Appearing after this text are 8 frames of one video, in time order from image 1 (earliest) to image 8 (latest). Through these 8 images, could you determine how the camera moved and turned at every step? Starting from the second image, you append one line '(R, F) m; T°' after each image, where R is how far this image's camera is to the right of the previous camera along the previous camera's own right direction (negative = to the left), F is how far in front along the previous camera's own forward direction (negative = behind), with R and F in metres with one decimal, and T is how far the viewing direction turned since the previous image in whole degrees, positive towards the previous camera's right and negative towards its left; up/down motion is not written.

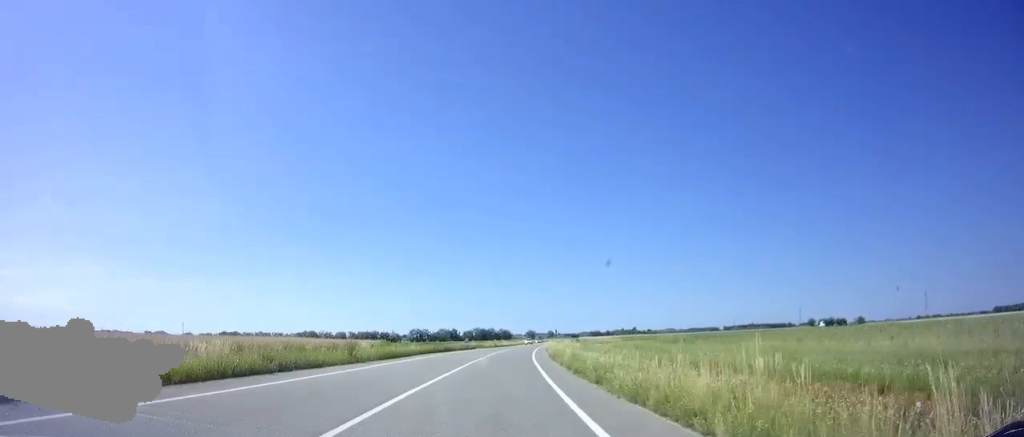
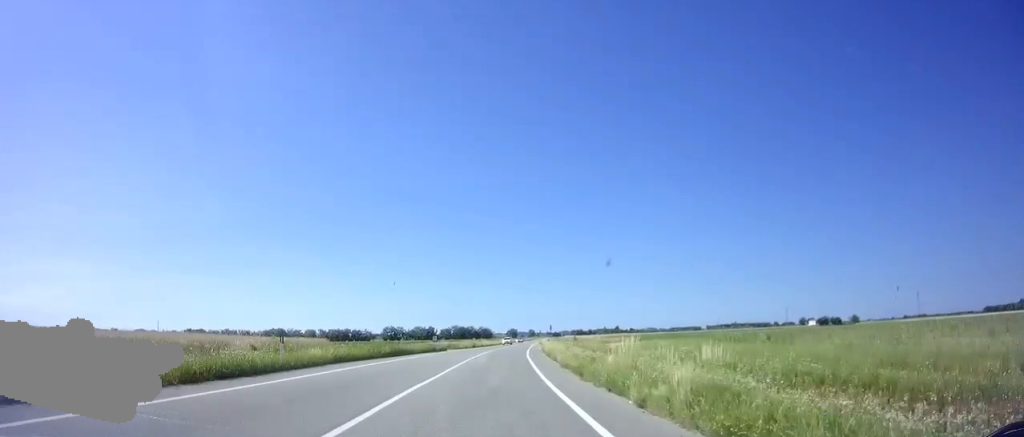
(+0.2, +16.9) m; +2°
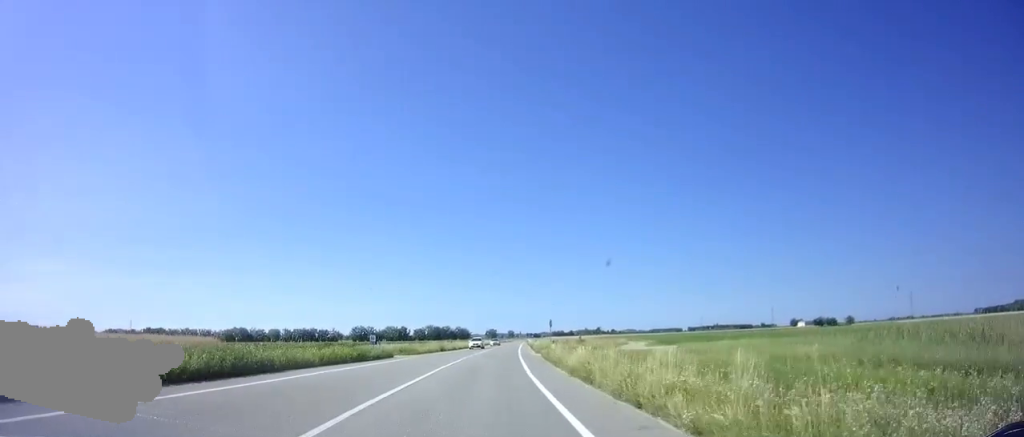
(+0.5, +19.1) m; +2°
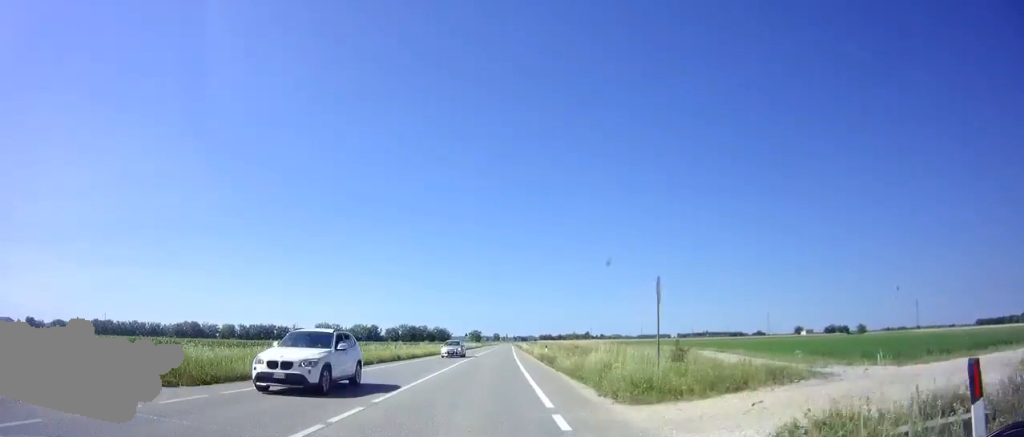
(+0.4, +30.6) m; +1°
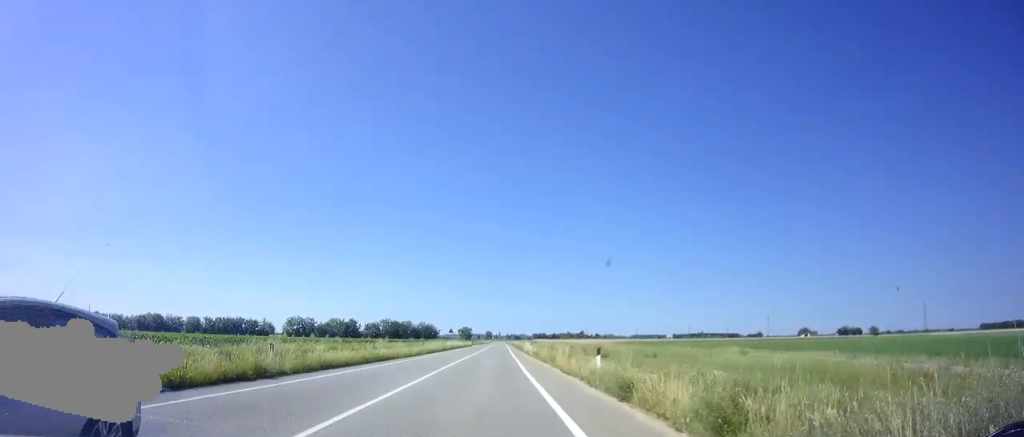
(0.0, +21.1) m; +1°
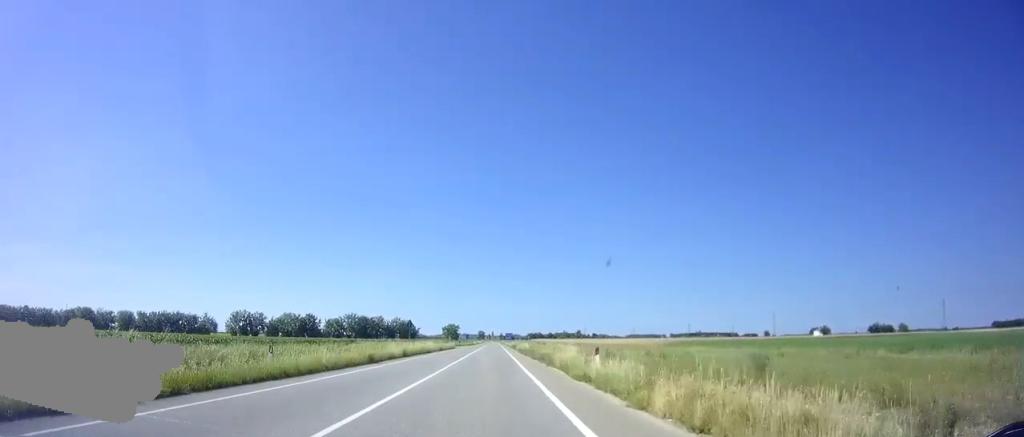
(+0.6, +35.5) m; +1°
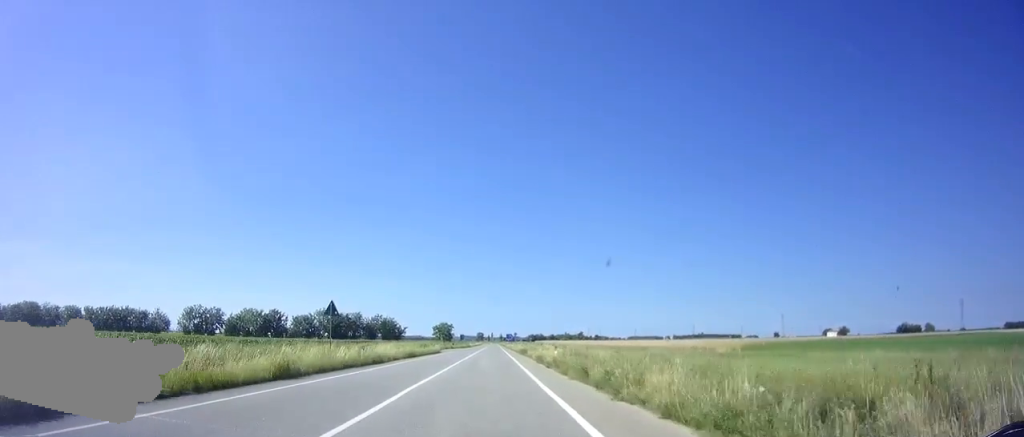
(-0.1, +24.5) m; 0°
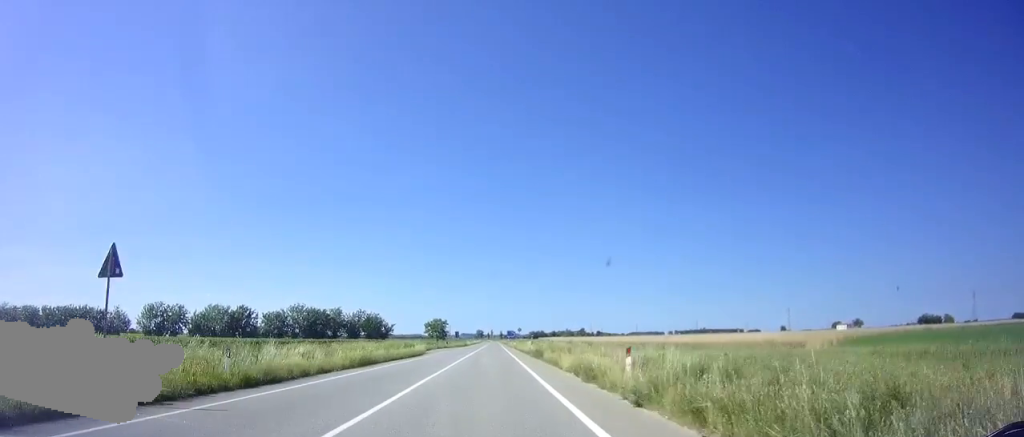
(0.0, +15.8) m; 0°
